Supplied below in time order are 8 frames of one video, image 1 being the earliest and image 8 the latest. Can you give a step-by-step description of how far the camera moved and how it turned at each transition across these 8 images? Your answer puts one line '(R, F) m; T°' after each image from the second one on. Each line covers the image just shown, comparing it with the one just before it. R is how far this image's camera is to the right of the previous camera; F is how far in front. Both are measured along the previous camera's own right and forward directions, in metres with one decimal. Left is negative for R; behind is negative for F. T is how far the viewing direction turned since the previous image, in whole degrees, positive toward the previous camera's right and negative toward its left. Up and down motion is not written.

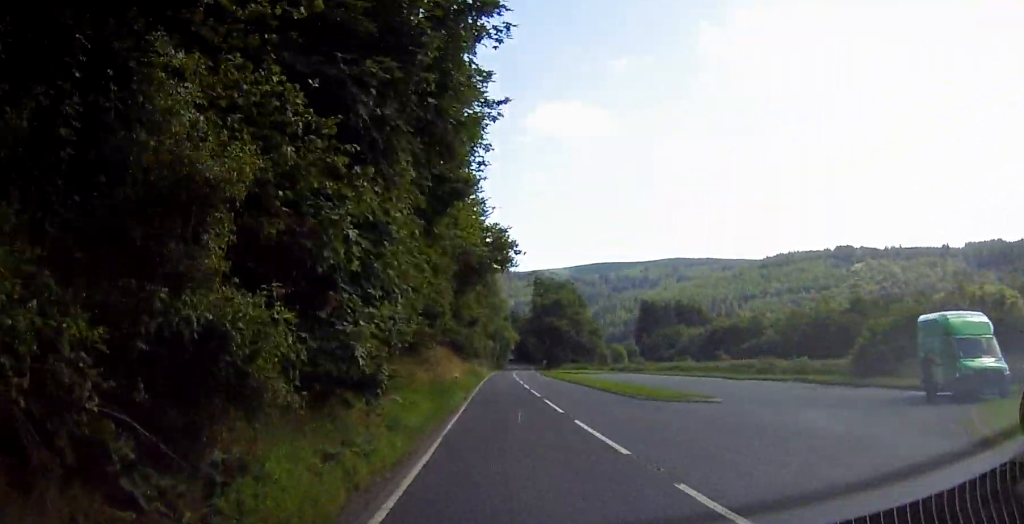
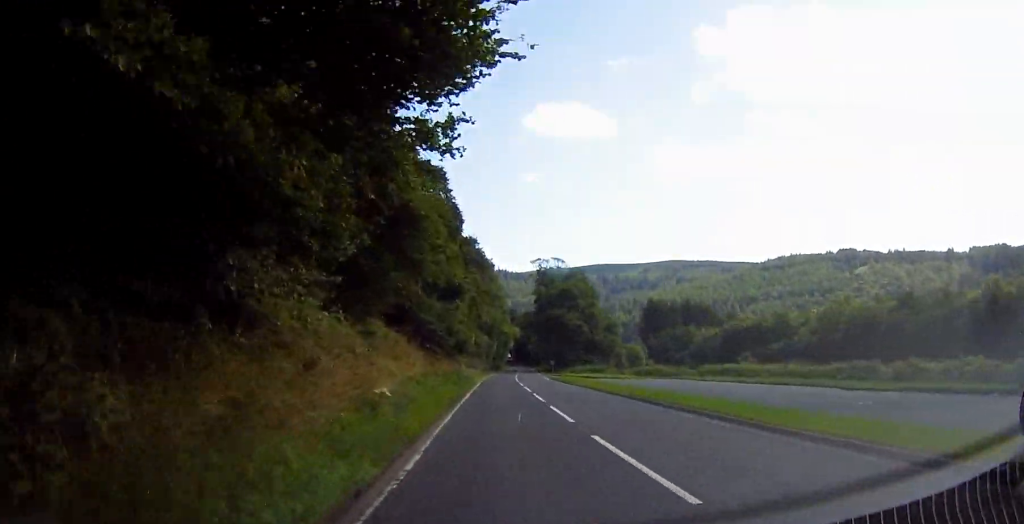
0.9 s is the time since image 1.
(-0.2, +22.6) m; 0°
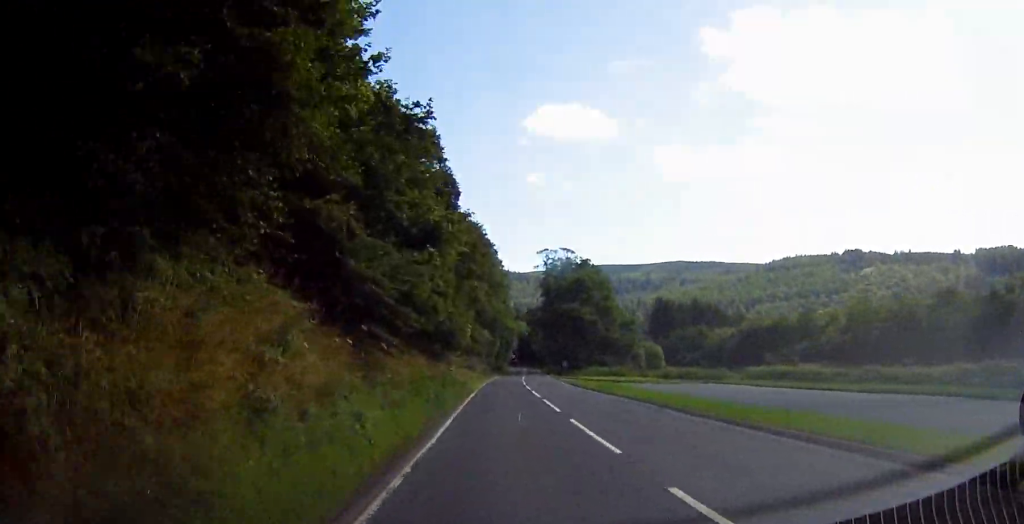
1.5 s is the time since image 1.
(-0.1, +14.4) m; 0°
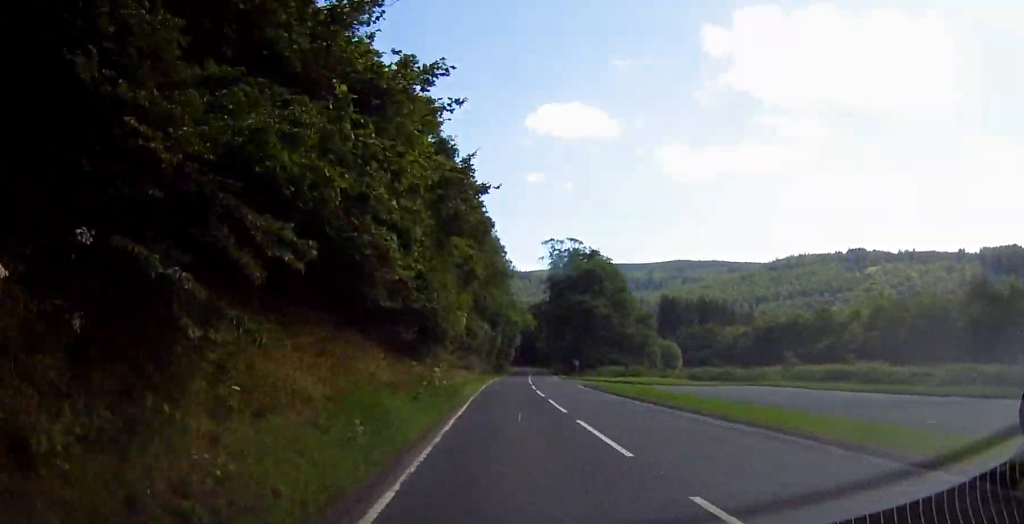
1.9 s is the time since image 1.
(+0.1, +9.8) m; 0°
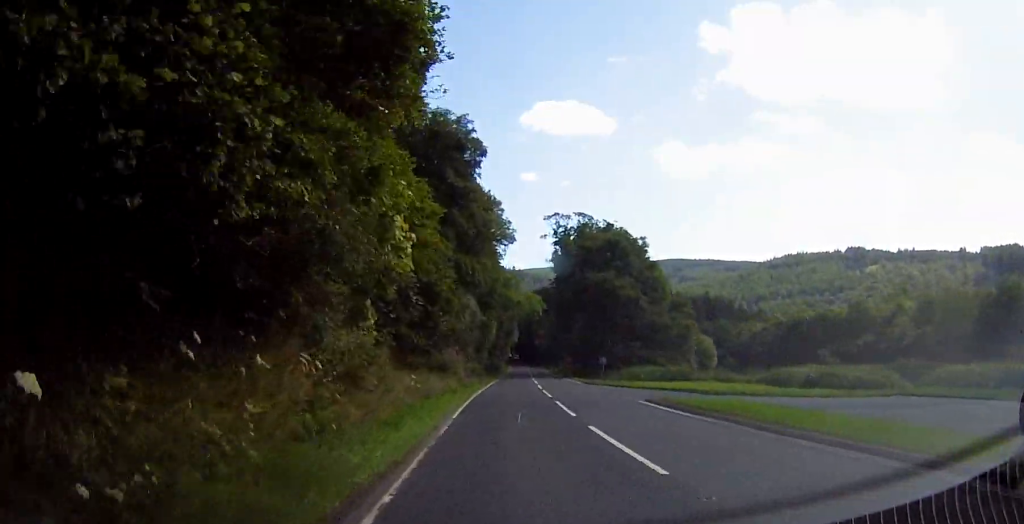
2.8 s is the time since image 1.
(+0.2, +20.5) m; 0°
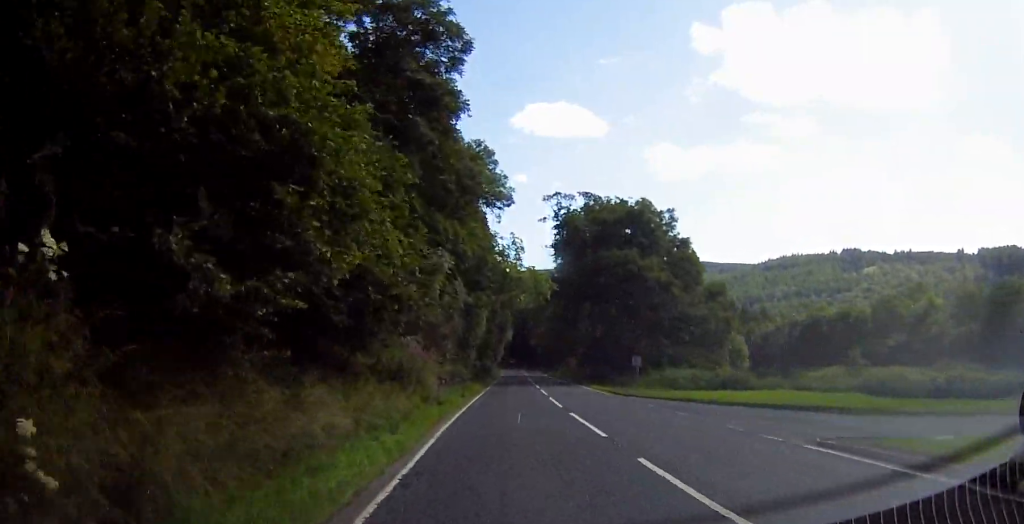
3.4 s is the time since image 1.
(-0.2, +14.2) m; +1°
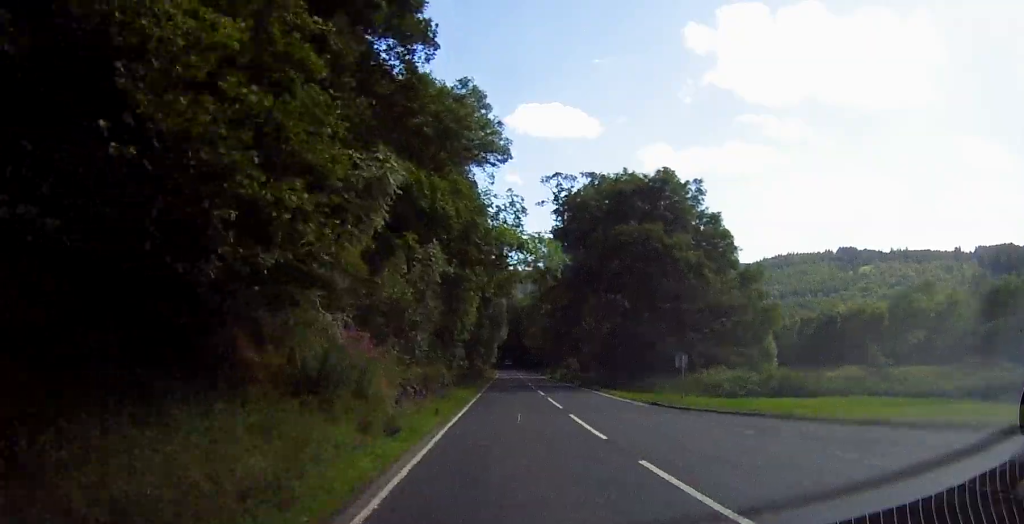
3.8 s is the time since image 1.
(+0.1, +9.5) m; +1°
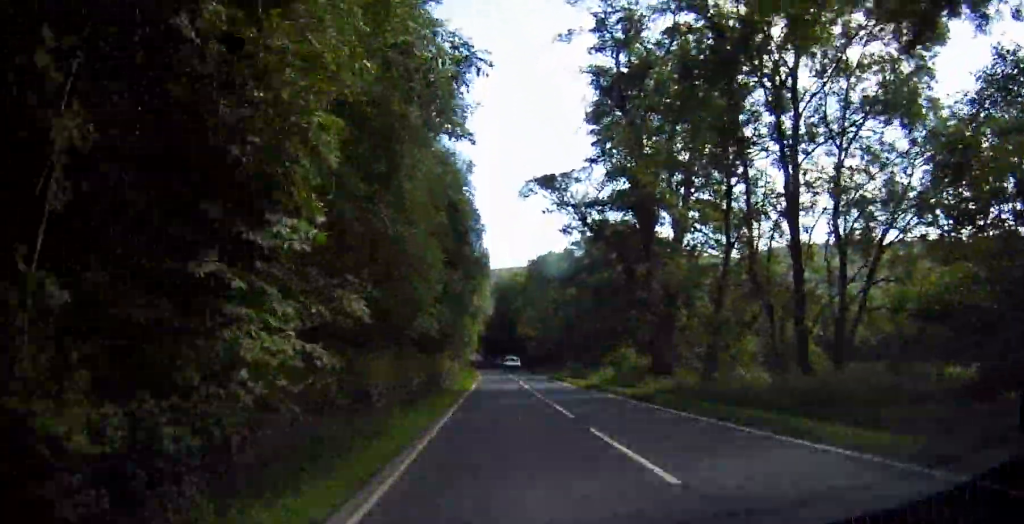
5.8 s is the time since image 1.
(+0.9, +42.9) m; +1°
